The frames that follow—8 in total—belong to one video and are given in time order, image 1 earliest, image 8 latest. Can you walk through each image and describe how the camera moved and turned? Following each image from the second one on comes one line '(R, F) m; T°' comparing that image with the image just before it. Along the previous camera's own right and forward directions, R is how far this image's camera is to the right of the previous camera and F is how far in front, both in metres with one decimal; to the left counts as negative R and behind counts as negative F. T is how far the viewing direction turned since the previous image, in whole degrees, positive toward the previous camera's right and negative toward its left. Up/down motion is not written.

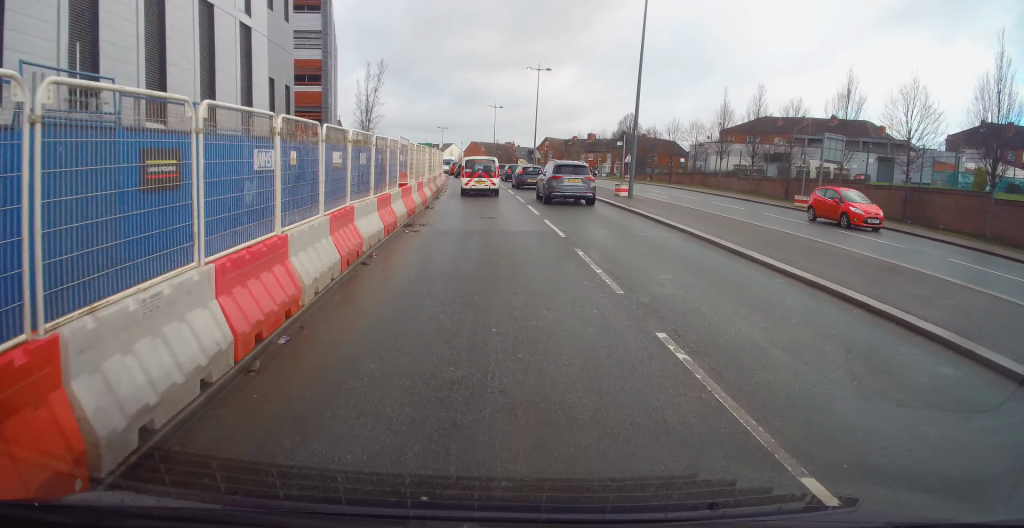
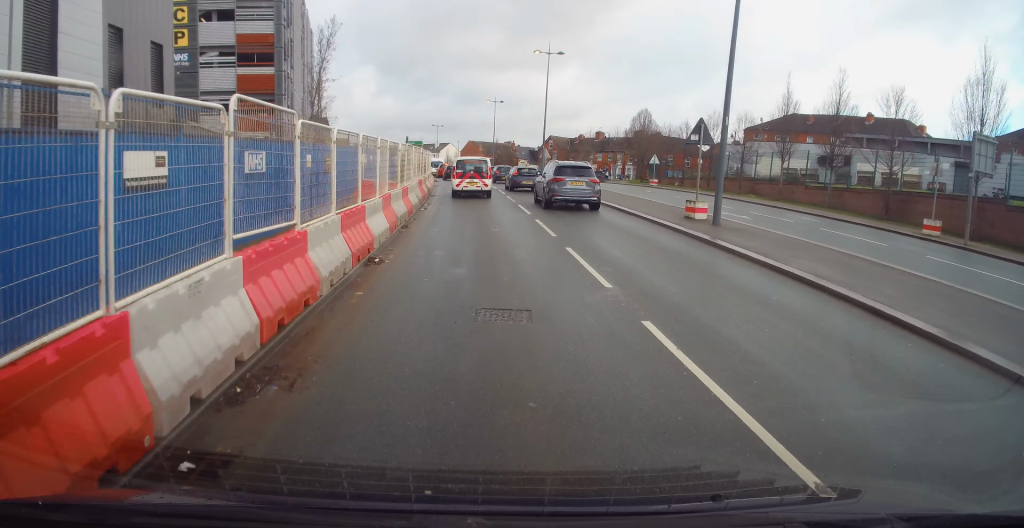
(+0.2, +11.7) m; +1°
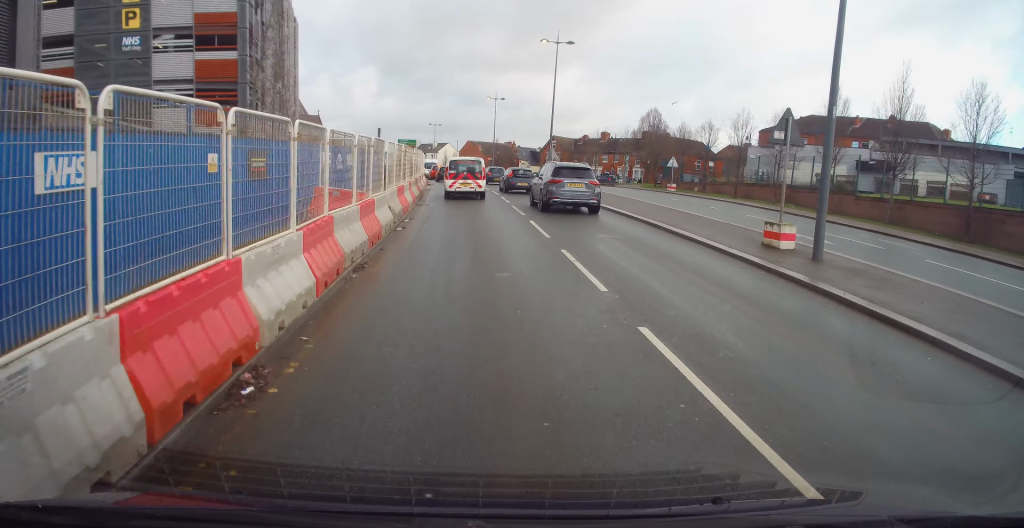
(0.0, +6.3) m; 0°
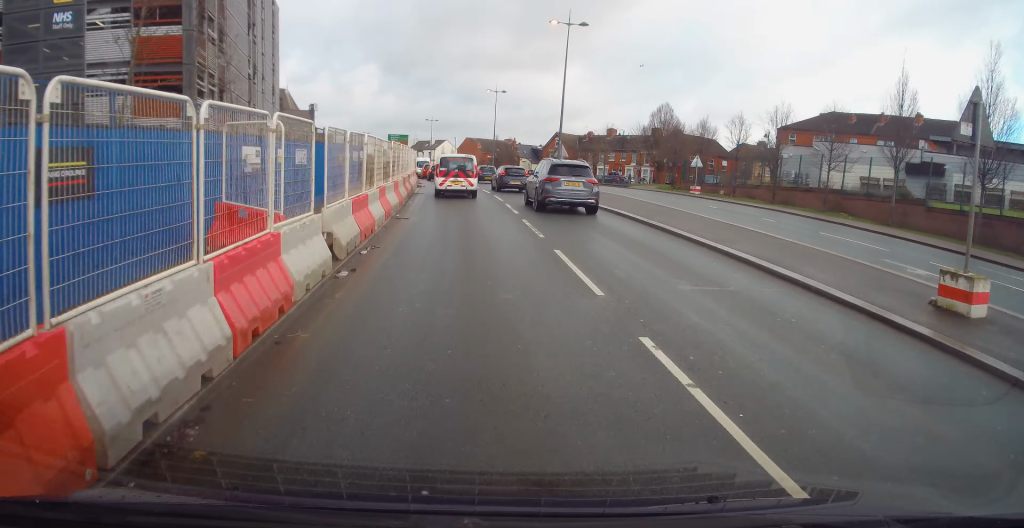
(-0.1, +6.6) m; -1°
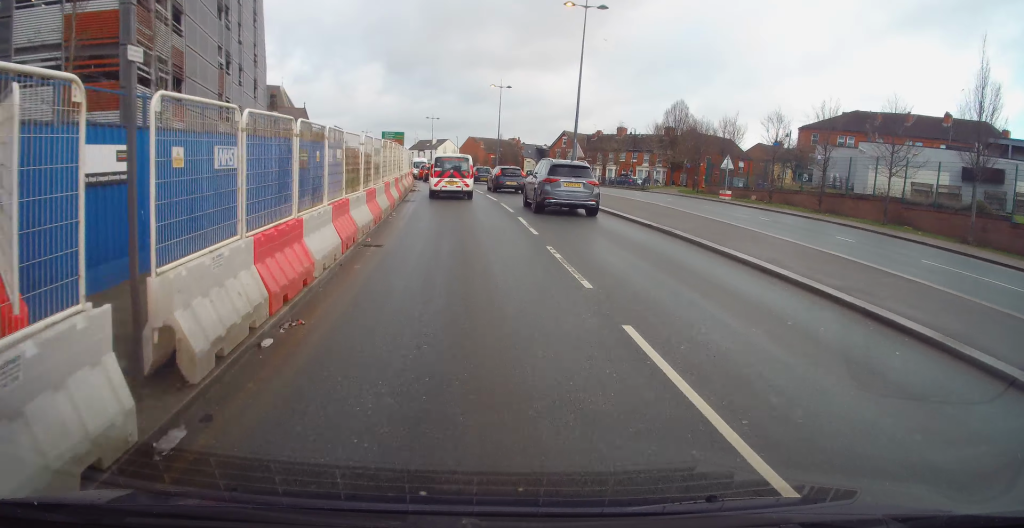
(0.0, +5.7) m; -1°
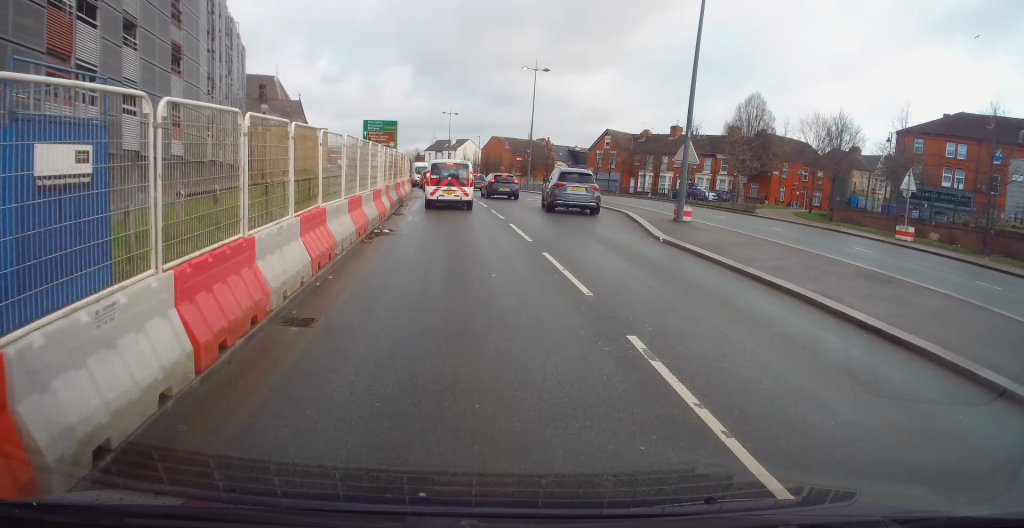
(-0.2, +18.3) m; 0°
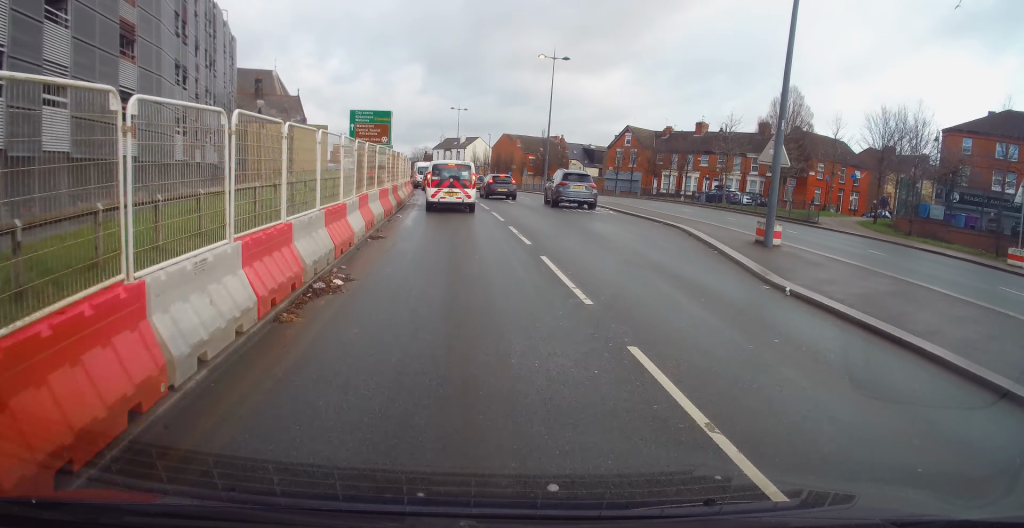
(+0.1, +6.3) m; -1°
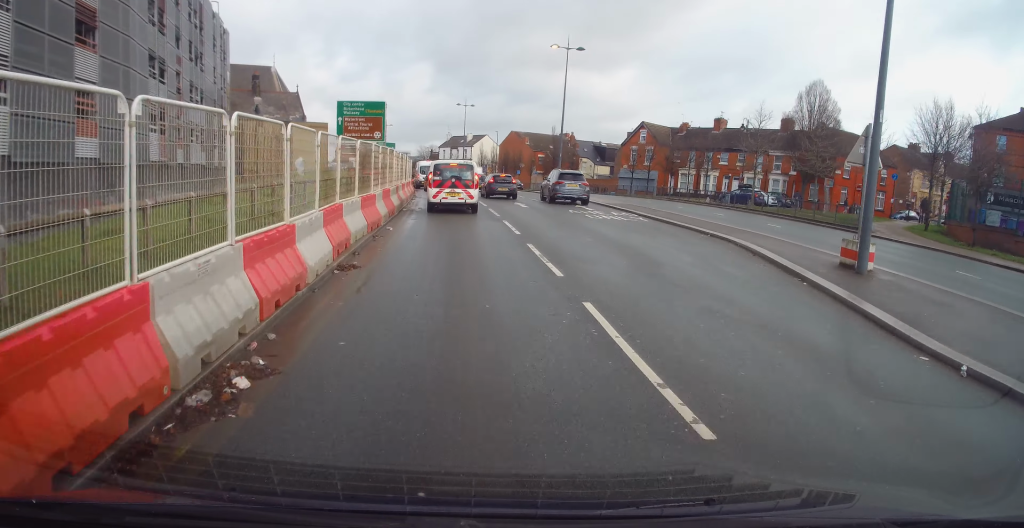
(-0.1, +4.0) m; -3°
